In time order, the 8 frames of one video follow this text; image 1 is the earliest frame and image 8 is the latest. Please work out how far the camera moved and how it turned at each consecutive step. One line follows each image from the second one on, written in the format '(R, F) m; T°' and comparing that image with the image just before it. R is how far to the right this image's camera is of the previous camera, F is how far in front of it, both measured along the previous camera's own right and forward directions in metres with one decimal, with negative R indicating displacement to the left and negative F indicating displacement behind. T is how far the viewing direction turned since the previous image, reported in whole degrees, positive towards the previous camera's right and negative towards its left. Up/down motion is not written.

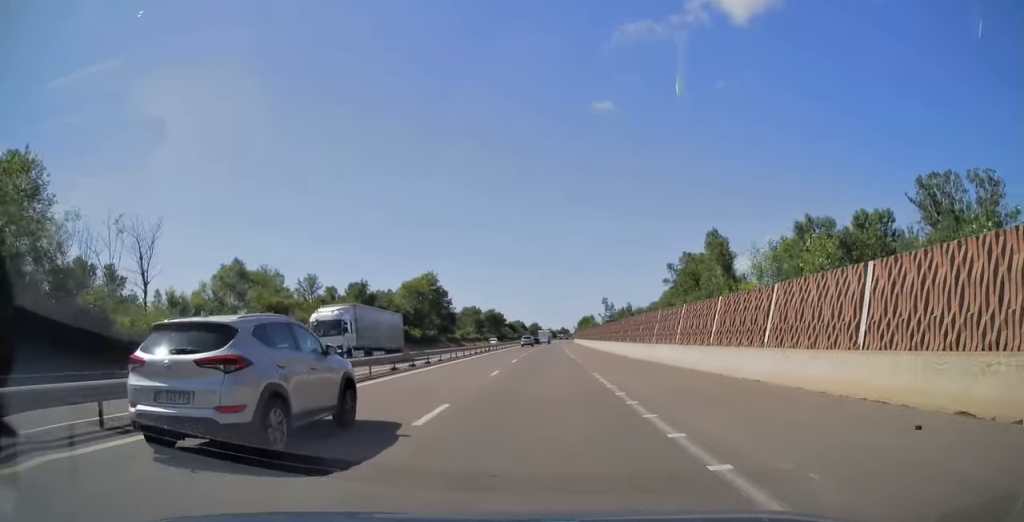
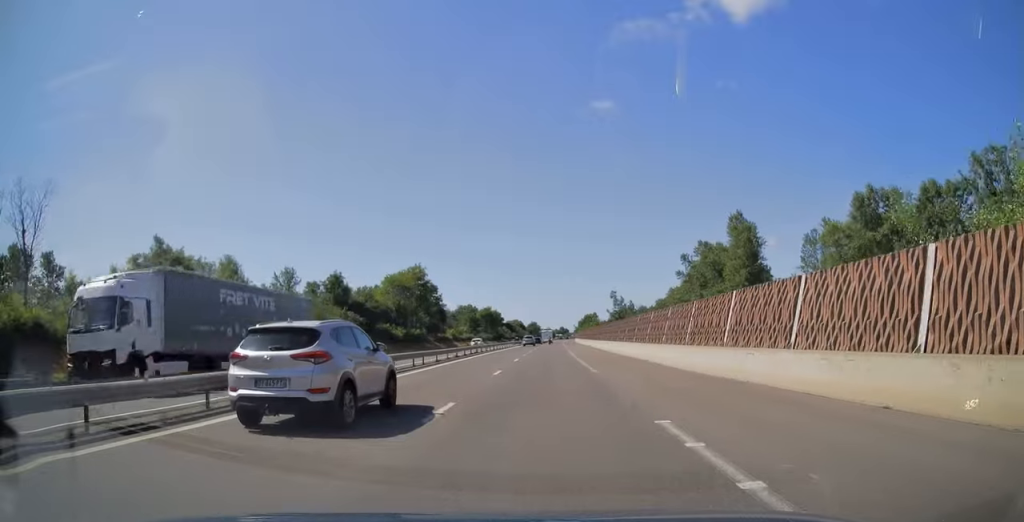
(0.0, +12.5) m; 0°
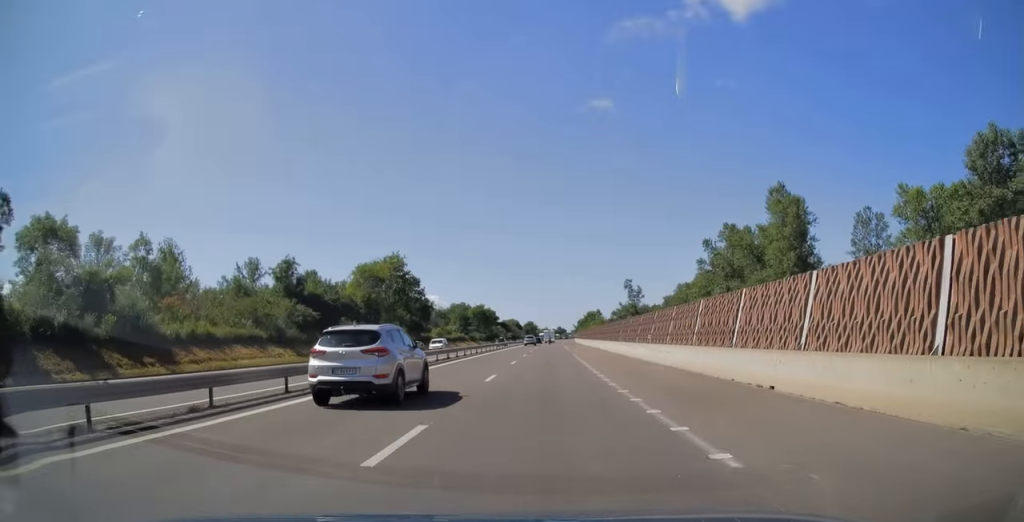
(+0.1, +16.0) m; 0°
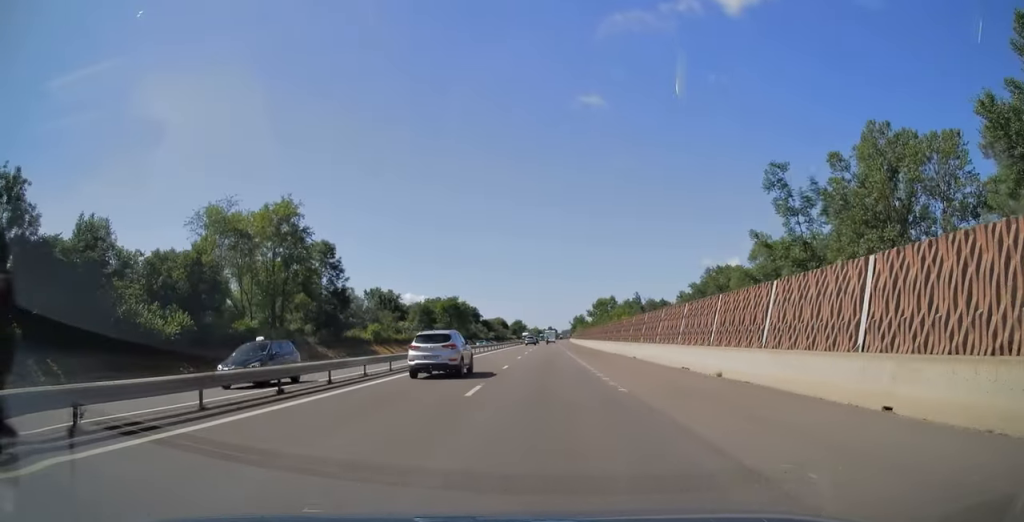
(+0.1, +42.9) m; +1°
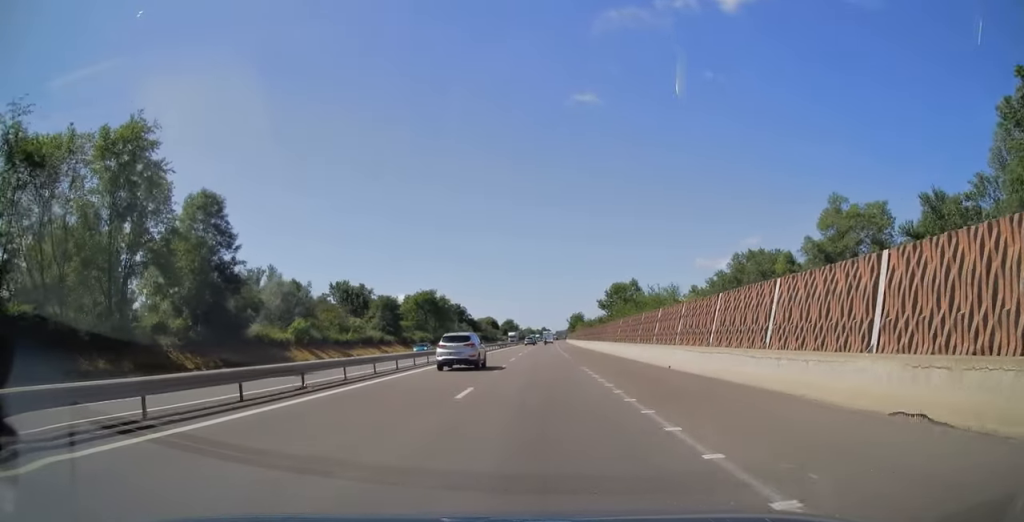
(+0.4, +25.8) m; +1°
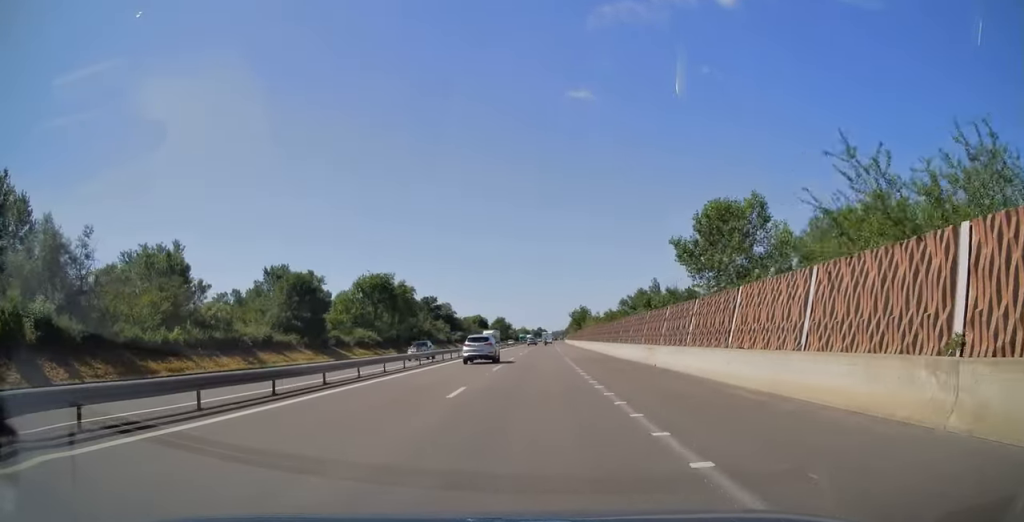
(+0.1, +37.4) m; 0°
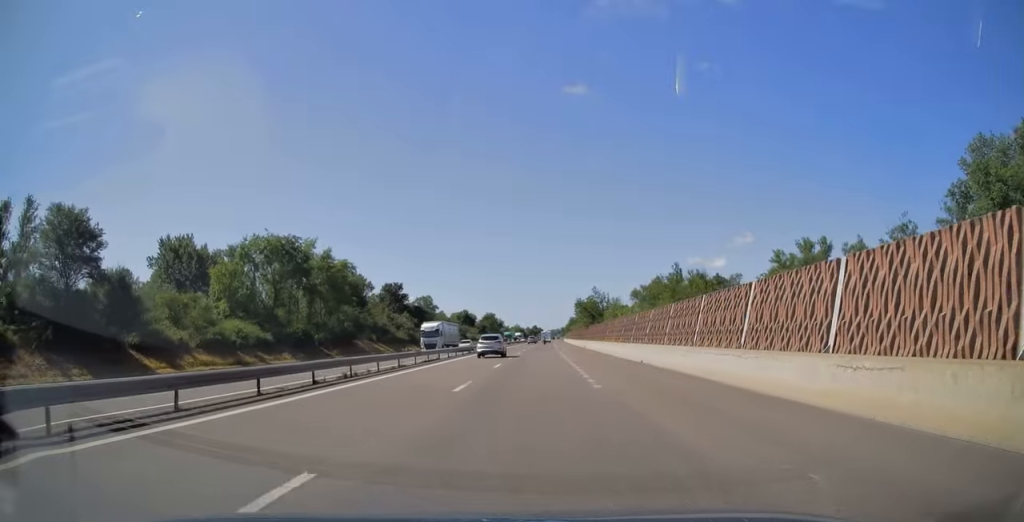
(+0.1, +36.5) m; 0°
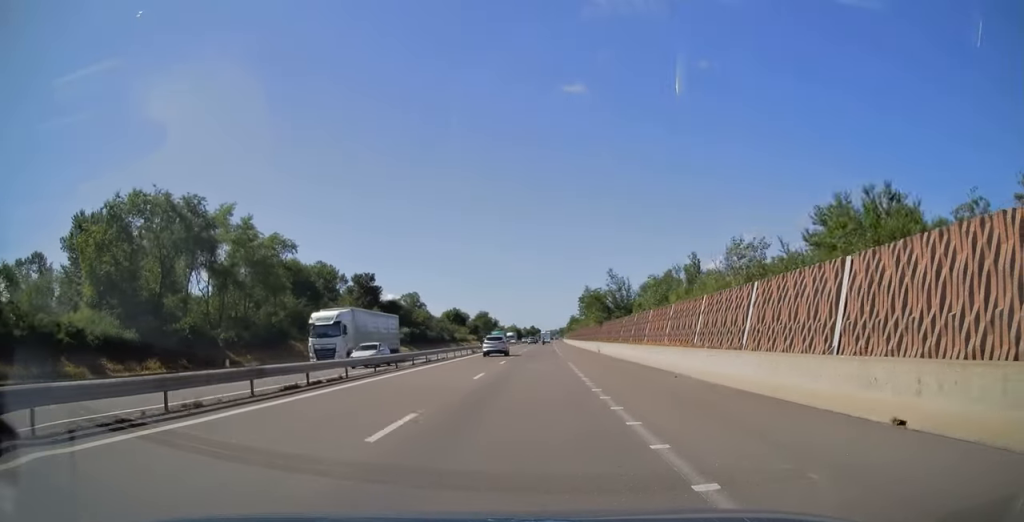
(0.0, +20.2) m; 0°
